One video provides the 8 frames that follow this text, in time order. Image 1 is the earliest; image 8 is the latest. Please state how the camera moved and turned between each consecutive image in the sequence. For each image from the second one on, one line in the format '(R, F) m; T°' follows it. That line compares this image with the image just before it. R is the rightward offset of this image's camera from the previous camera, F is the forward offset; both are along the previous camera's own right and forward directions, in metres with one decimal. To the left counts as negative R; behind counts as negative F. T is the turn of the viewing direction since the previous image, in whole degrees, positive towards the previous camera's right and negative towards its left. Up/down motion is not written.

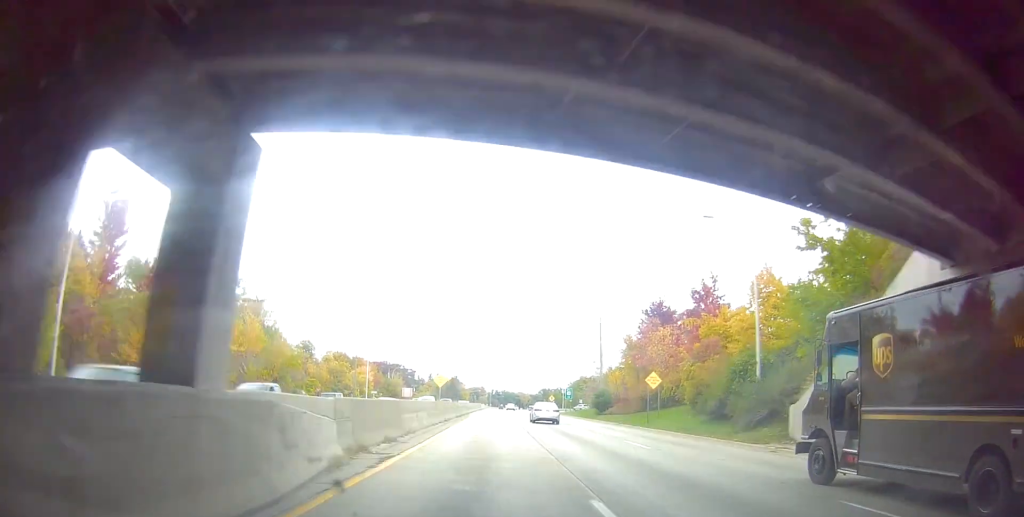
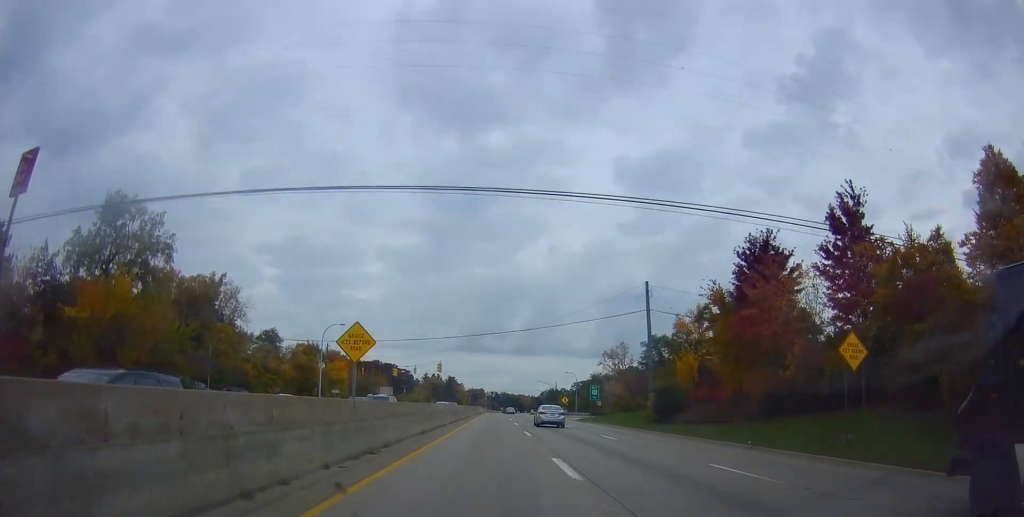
(-0.3, +24.5) m; -1°
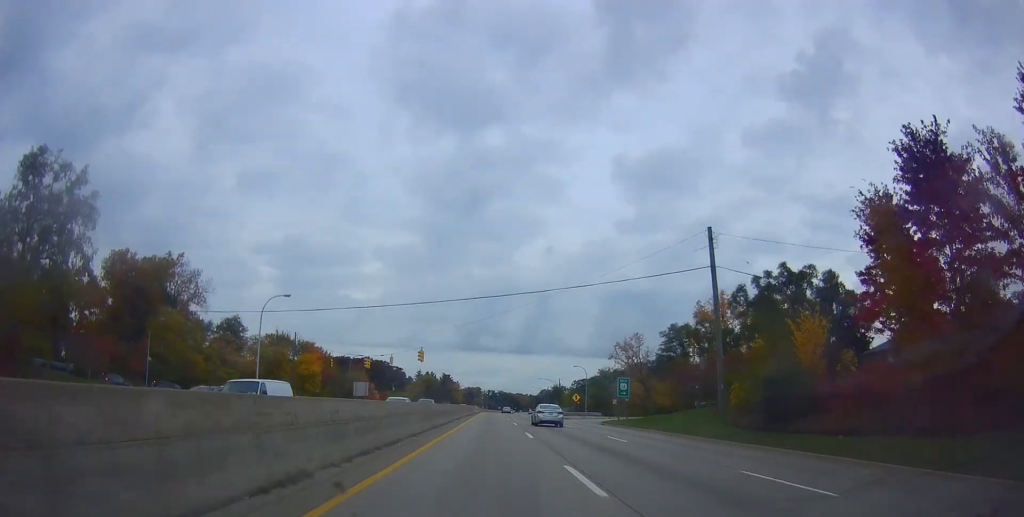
(-0.3, +17.4) m; 0°
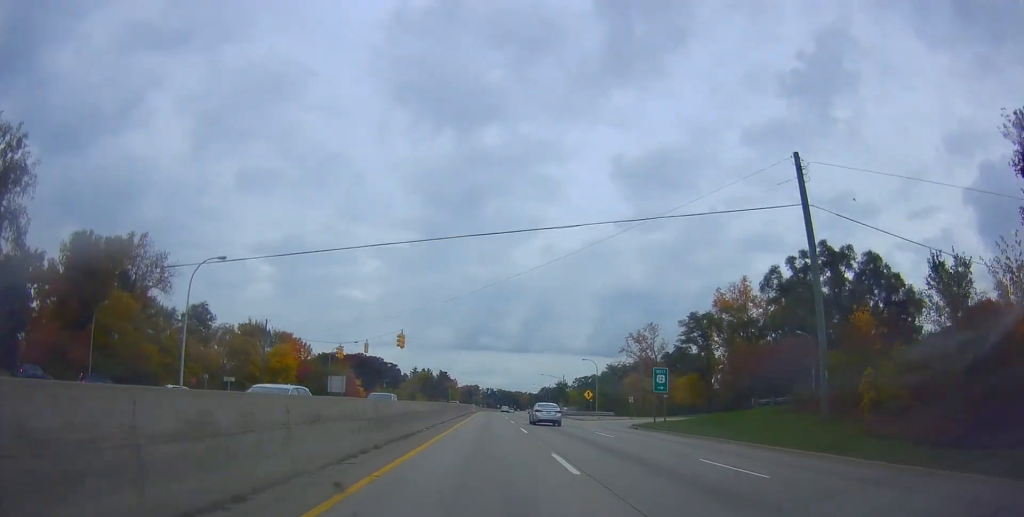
(+0.3, +12.5) m; +1°
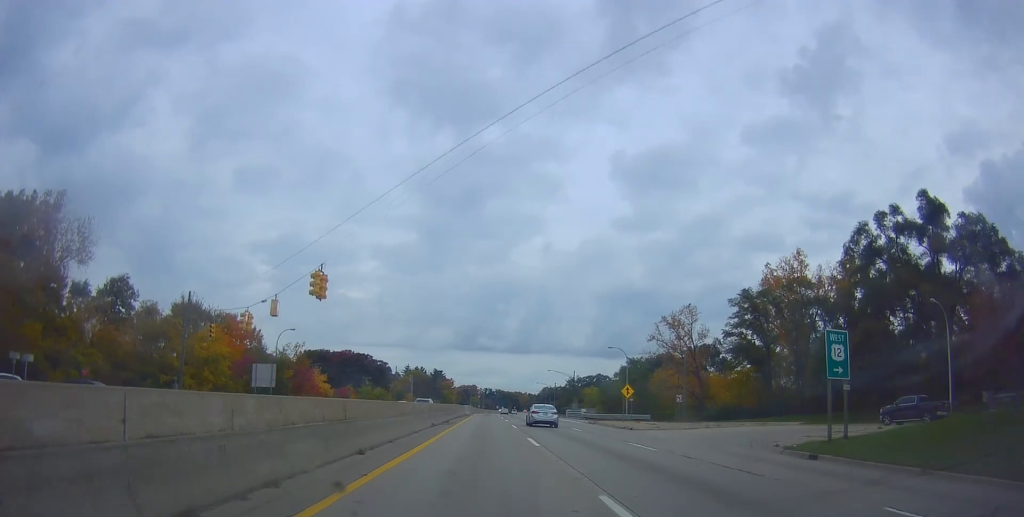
(+0.2, +23.0) m; +1°
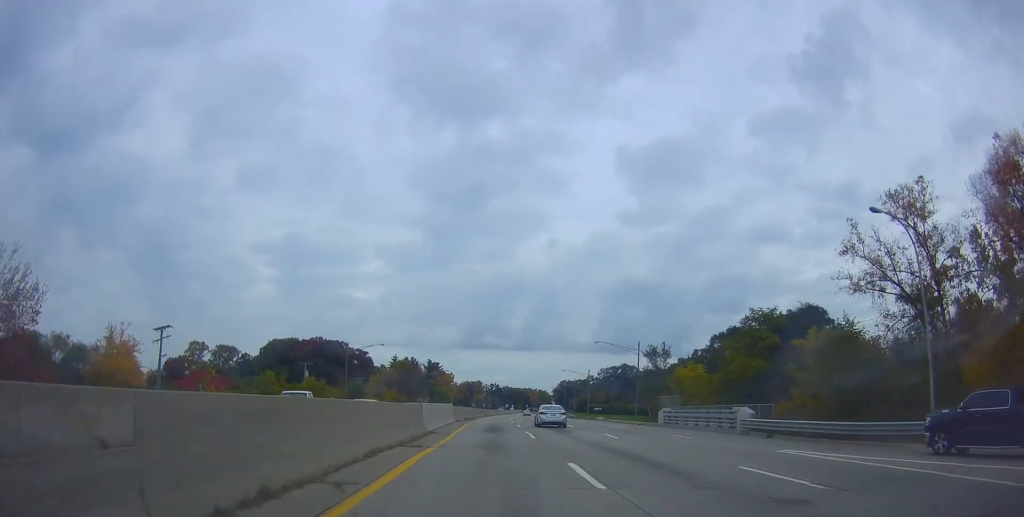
(-0.3, +54.9) m; +1°
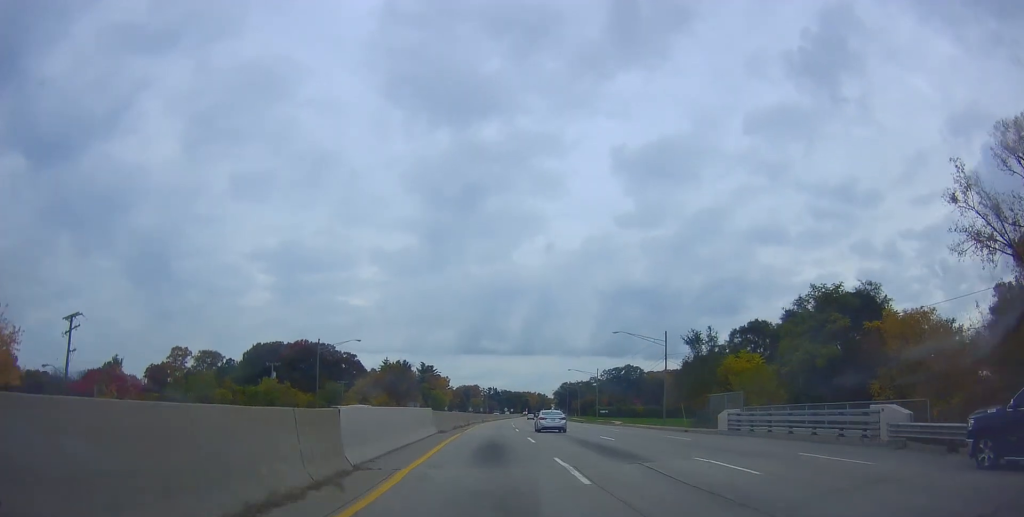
(+0.8, +14.2) m; 0°
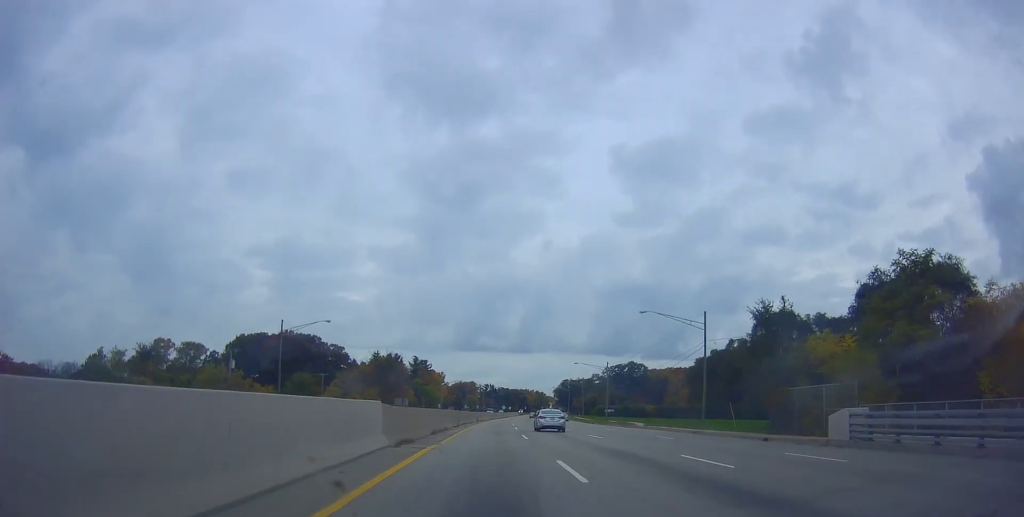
(-0.7, +13.5) m; 0°
